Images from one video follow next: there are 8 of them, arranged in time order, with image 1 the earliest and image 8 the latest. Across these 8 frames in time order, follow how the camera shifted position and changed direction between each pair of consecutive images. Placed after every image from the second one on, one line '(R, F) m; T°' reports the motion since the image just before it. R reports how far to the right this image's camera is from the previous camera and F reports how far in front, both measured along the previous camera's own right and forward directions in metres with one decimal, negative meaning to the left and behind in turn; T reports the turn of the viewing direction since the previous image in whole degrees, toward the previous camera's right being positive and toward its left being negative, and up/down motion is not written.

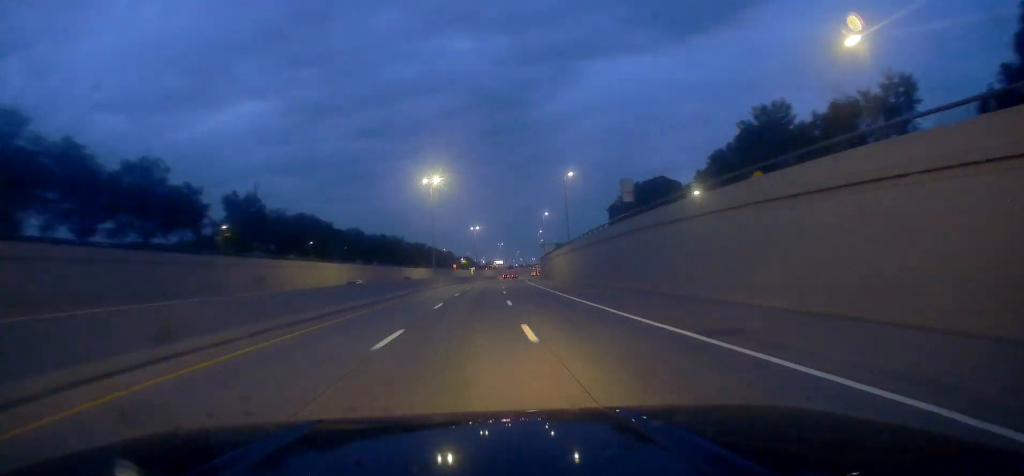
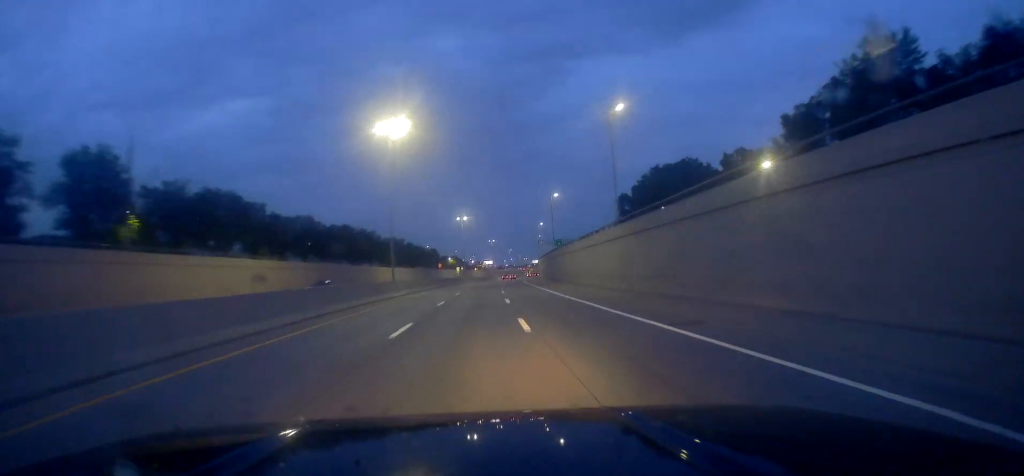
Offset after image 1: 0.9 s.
(+0.4, +28.8) m; +1°
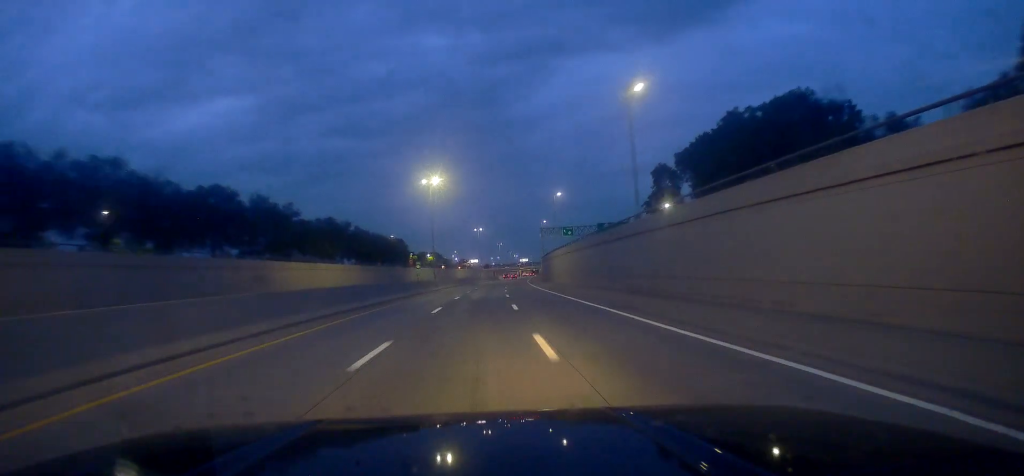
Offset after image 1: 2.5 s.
(+1.0, +50.6) m; +2°
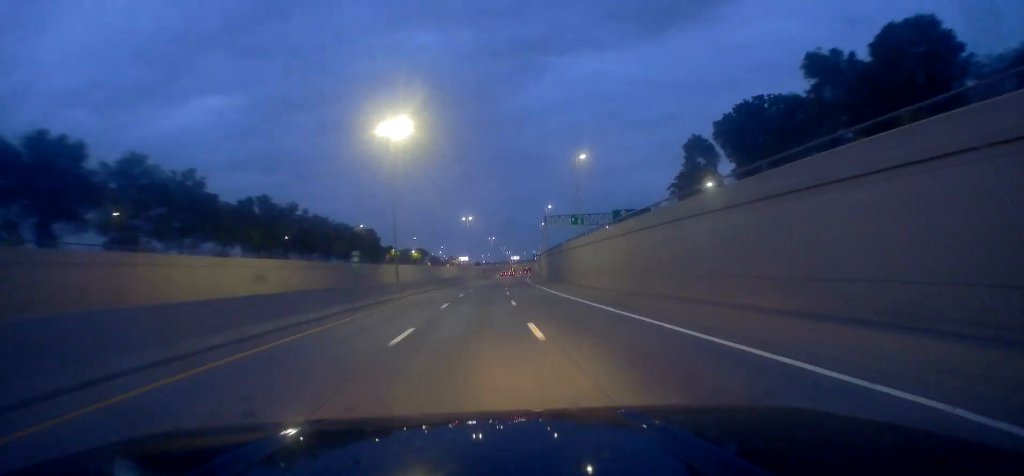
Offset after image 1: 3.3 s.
(+0.3, +26.9) m; +1°
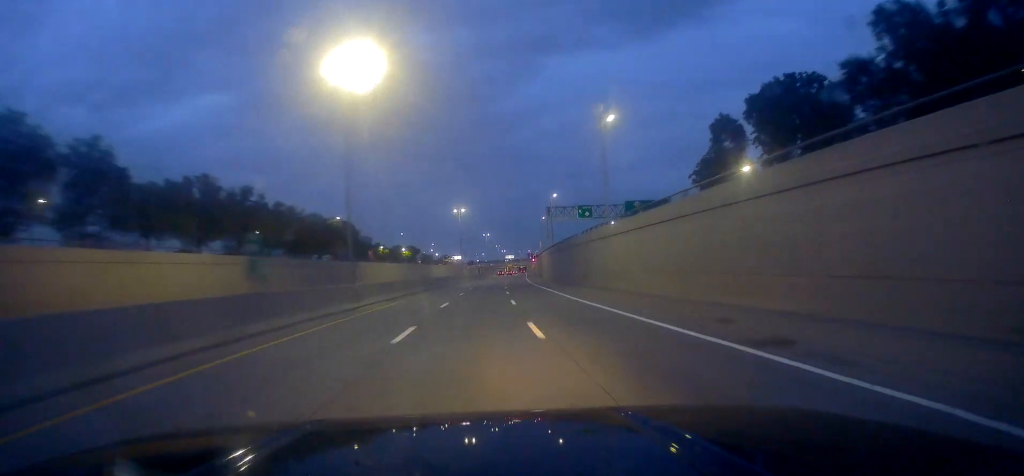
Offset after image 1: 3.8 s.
(0.0, +15.0) m; 0°
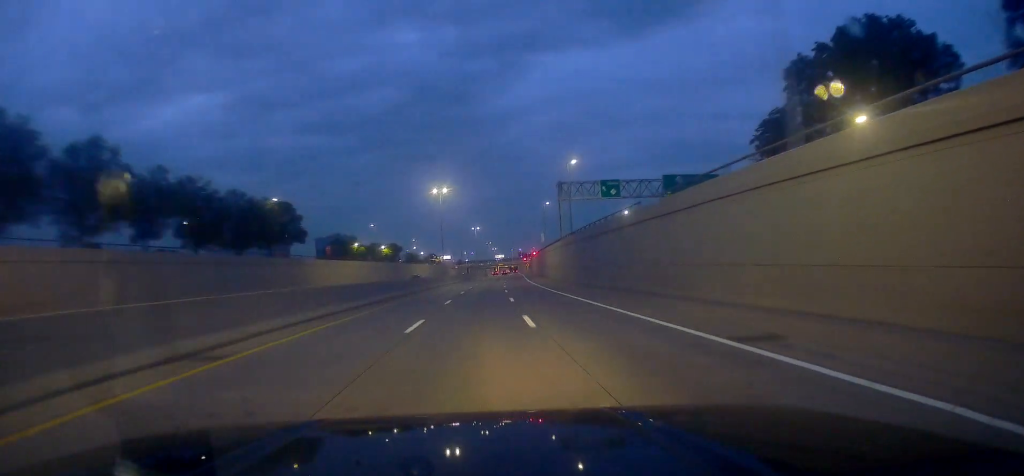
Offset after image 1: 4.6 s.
(0.0, +27.9) m; 0°
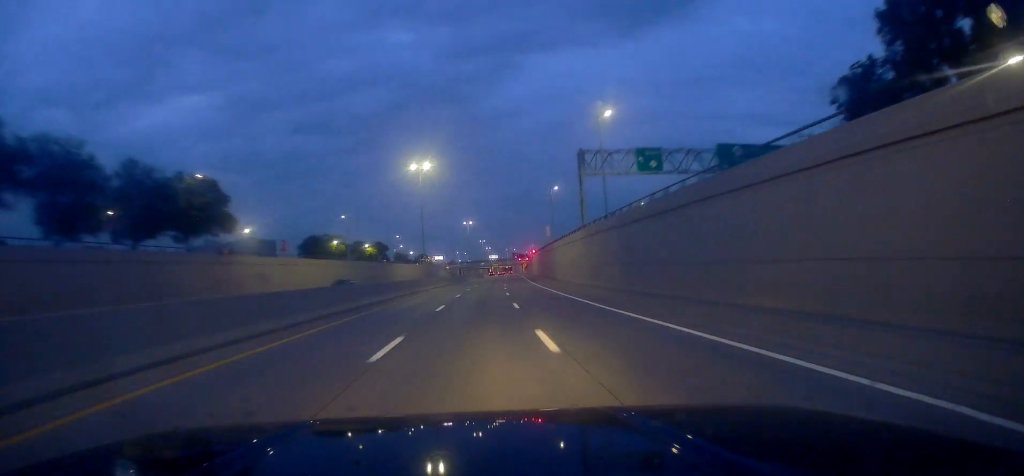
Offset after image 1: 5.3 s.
(-0.1, +20.4) m; +1°
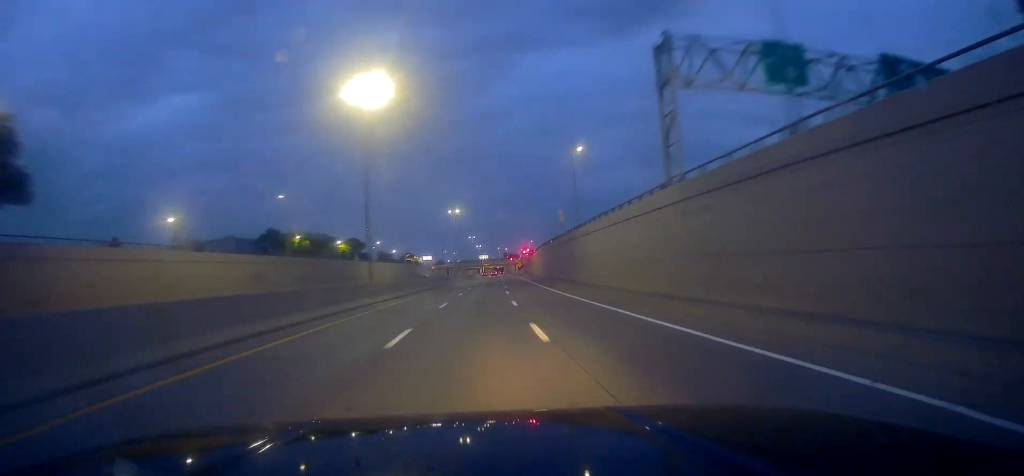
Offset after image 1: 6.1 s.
(+0.5, +28.0) m; +1°
